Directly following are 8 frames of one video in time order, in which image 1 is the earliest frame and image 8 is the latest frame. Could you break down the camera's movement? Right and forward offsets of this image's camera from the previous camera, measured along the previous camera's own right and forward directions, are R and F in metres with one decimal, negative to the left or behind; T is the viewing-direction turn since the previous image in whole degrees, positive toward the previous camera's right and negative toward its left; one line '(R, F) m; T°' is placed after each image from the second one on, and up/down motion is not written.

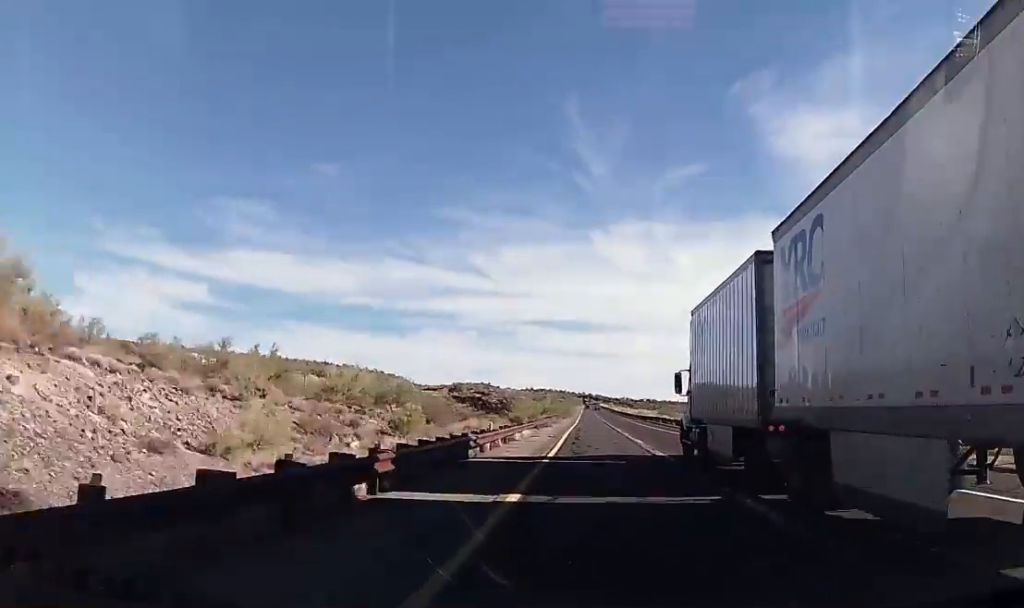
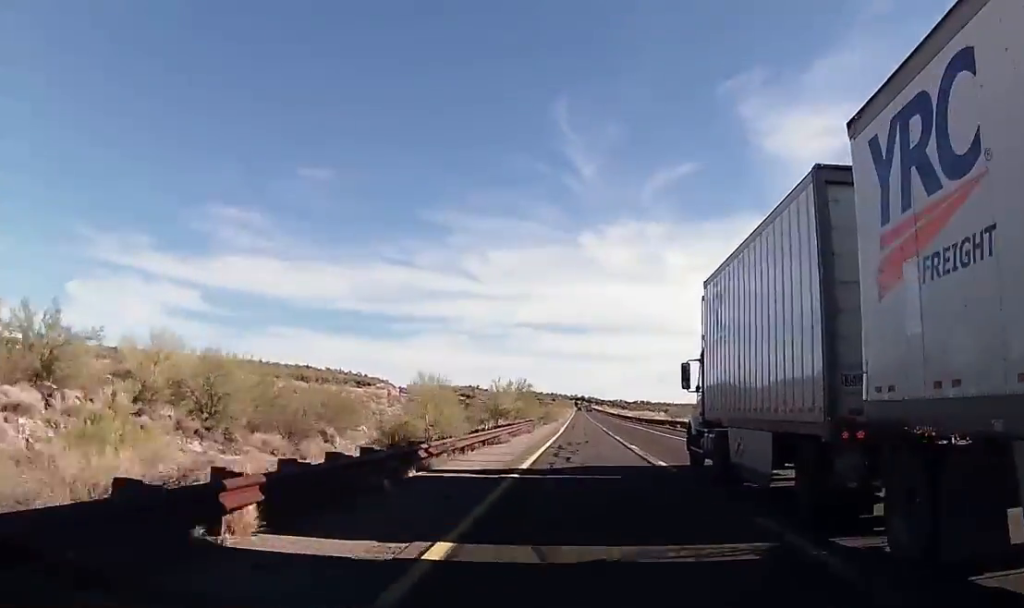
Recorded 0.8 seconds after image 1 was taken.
(+0.5, +27.9) m; +1°
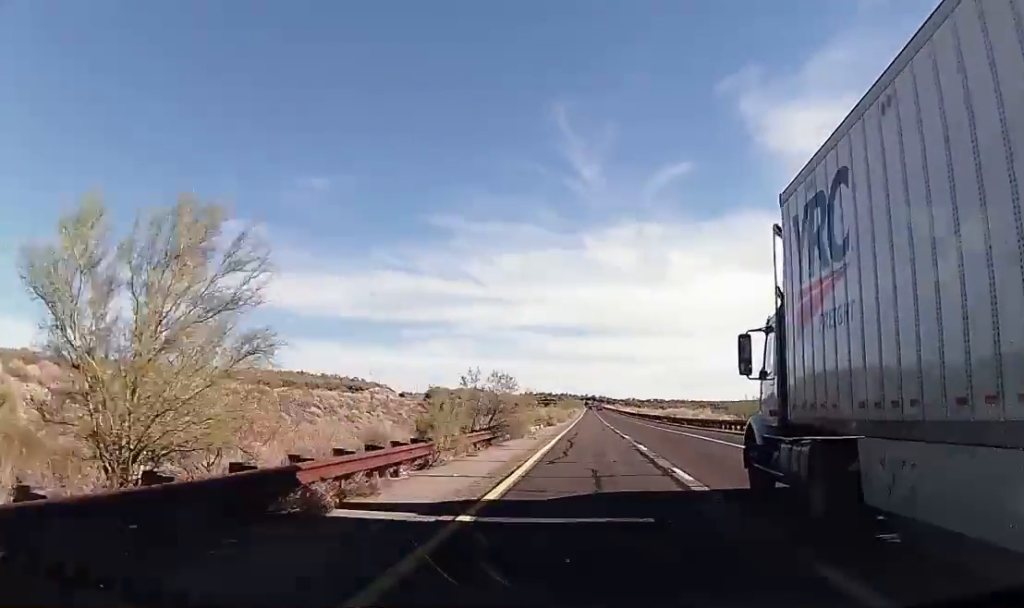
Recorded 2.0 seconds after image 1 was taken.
(-0.1, +39.1) m; -1°
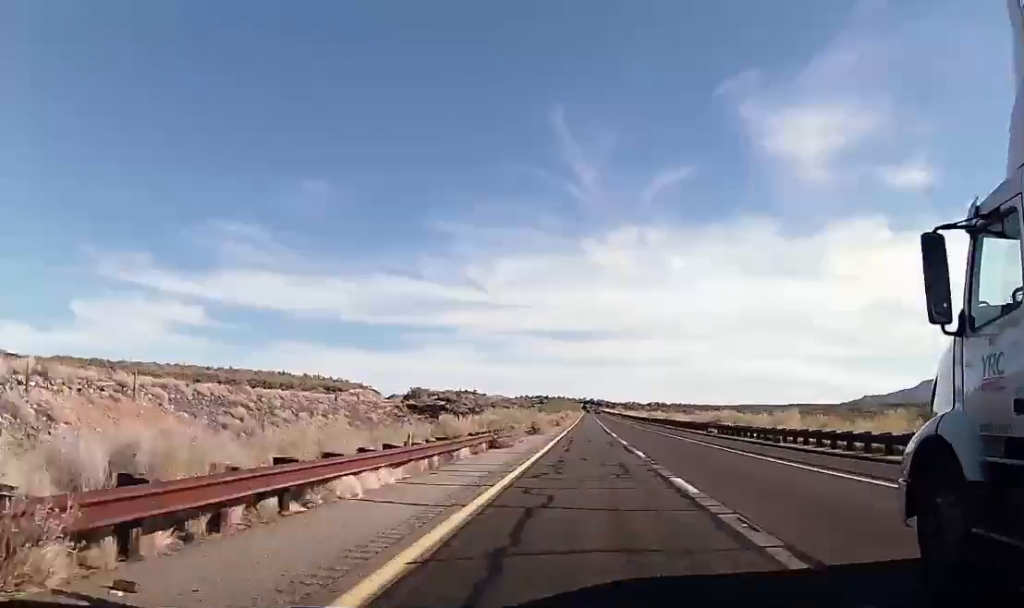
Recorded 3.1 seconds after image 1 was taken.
(-0.4, +37.9) m; 0°
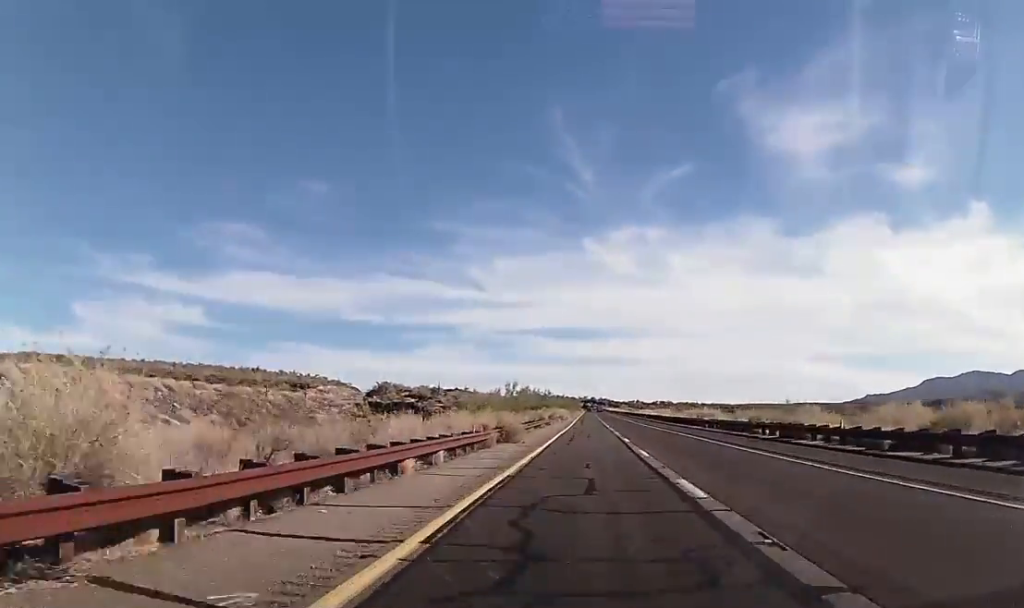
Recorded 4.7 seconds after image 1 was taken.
(+1.0, +53.9) m; +1°
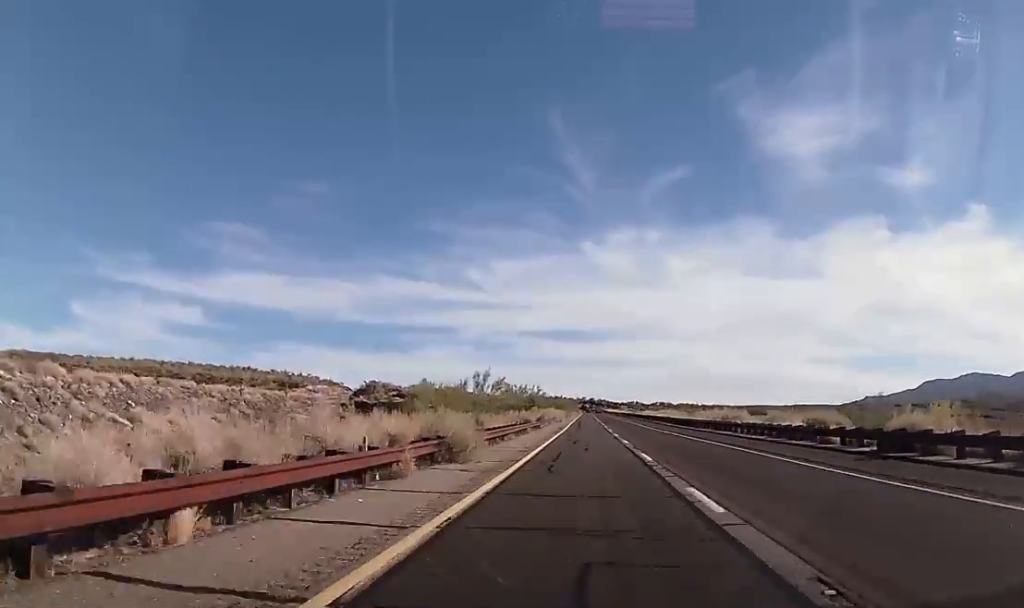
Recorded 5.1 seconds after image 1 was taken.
(+0.2, +13.5) m; 0°
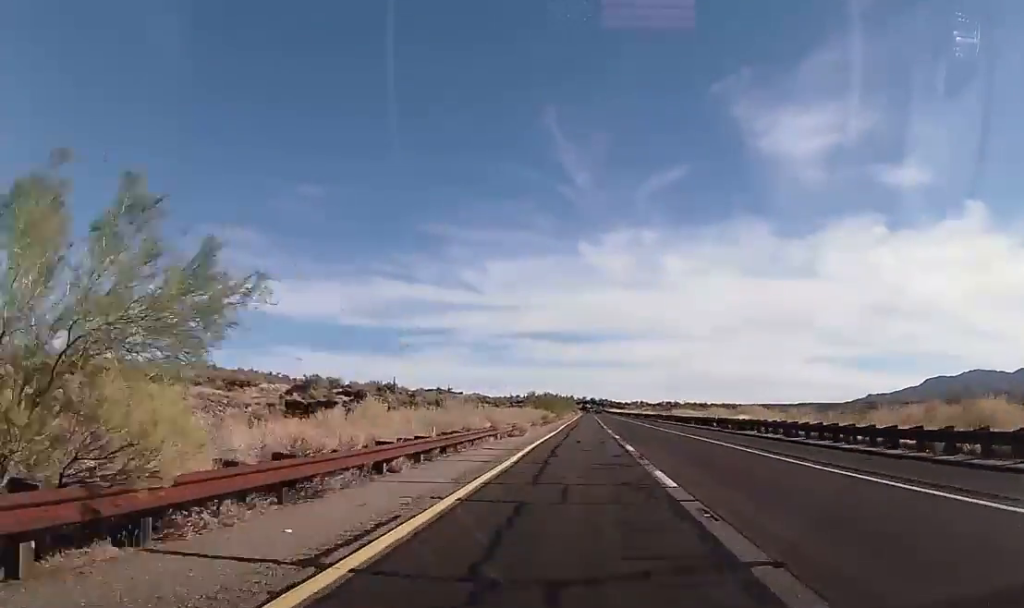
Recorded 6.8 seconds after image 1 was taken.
(-0.1, +56.4) m; 0°
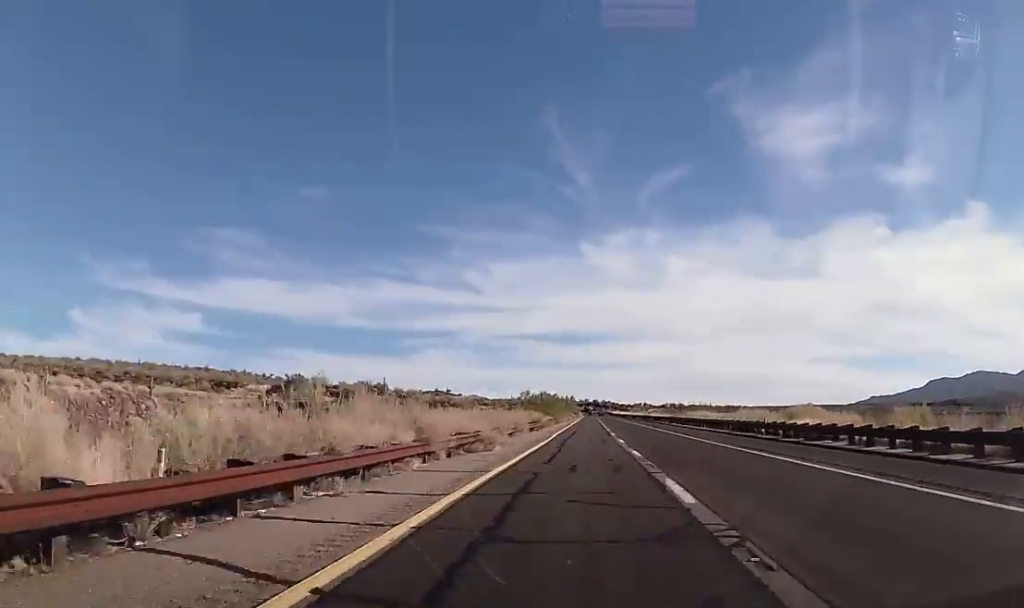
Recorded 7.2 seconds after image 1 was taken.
(+0.1, +14.7) m; 0°
